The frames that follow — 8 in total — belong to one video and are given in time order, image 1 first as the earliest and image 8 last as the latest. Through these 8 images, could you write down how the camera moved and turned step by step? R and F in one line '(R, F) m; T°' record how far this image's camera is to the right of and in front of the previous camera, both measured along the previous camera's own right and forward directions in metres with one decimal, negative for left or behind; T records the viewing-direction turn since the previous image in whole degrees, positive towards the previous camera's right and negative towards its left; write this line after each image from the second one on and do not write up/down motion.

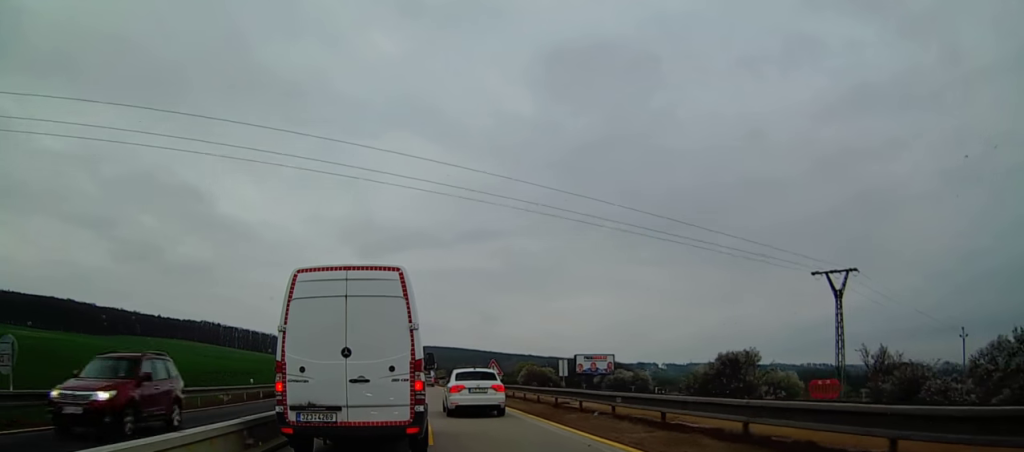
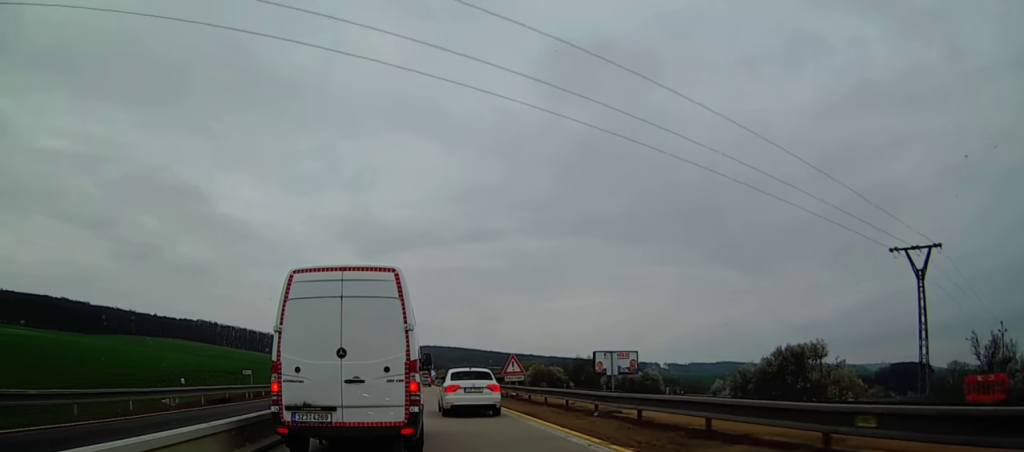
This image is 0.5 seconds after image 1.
(-0.4, +10.5) m; 0°
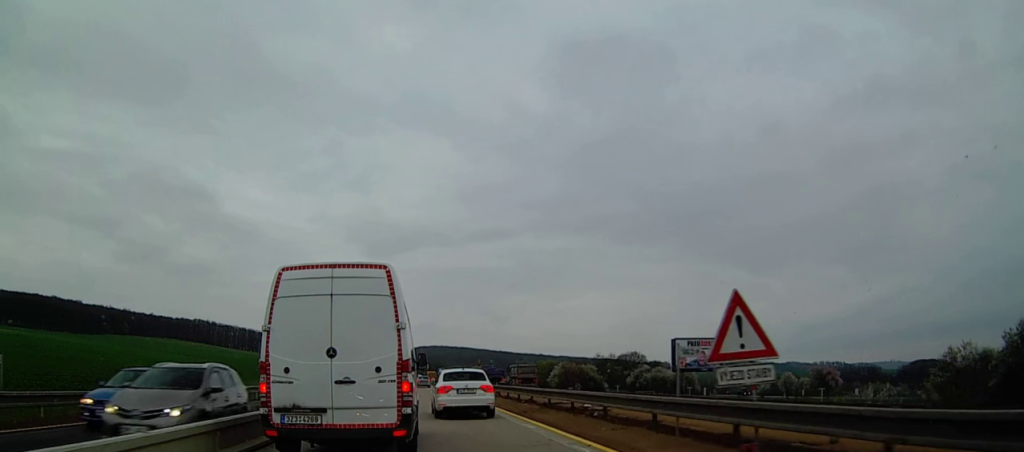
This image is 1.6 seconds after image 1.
(+0.9, +25.1) m; 0°
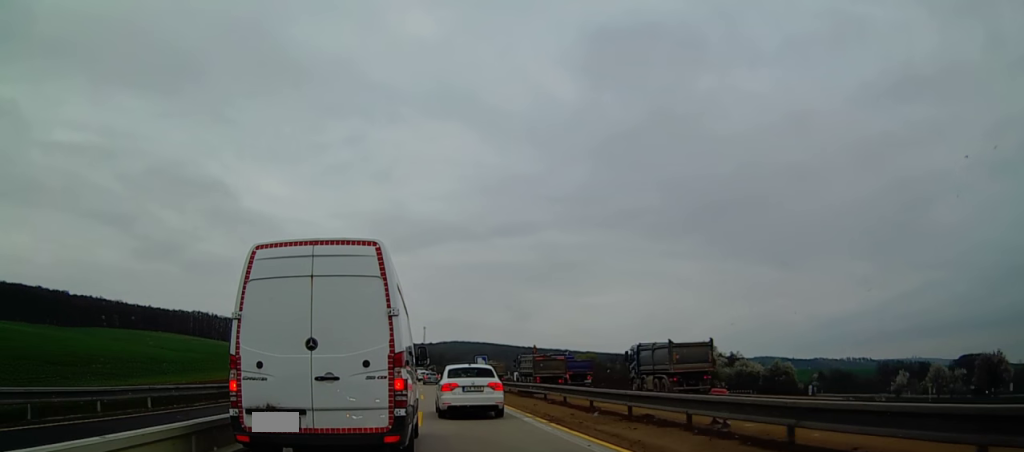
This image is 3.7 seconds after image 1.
(-1.9, +48.9) m; -2°
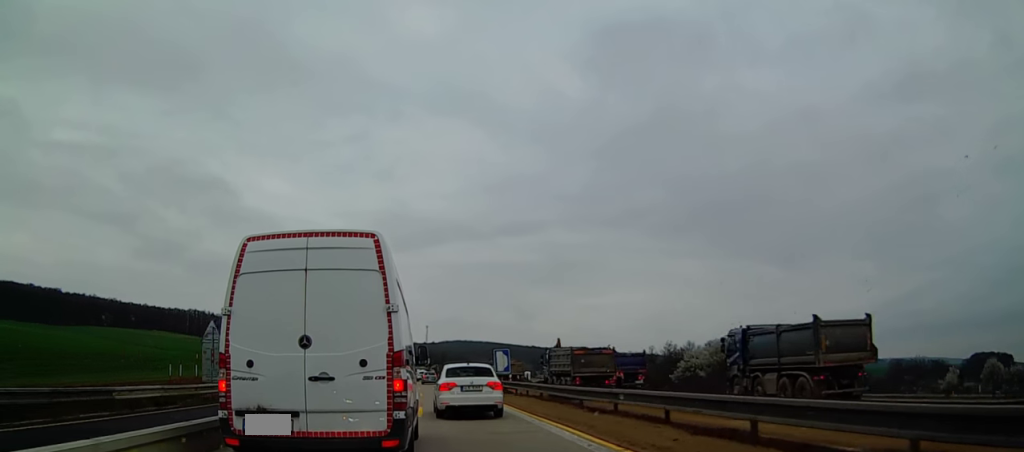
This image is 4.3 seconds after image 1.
(0.0, +14.7) m; 0°
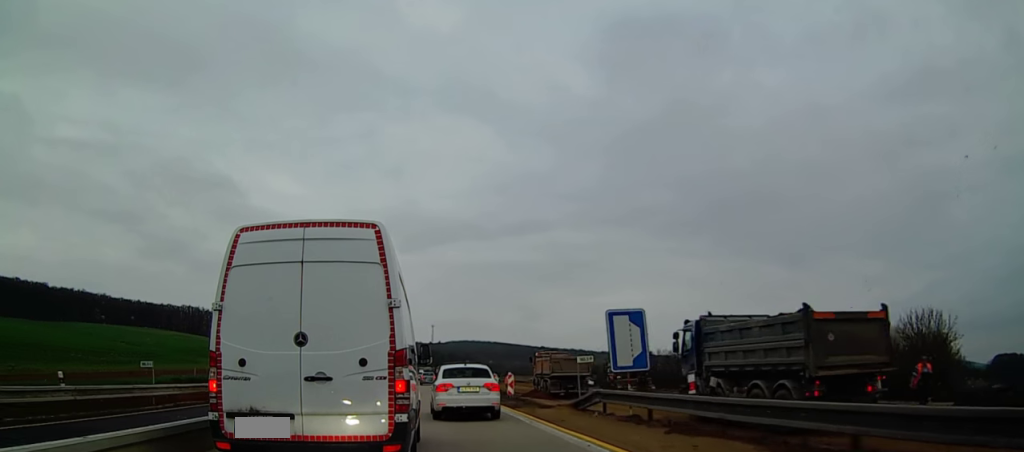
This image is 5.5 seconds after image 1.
(-0.1, +26.9) m; -1°
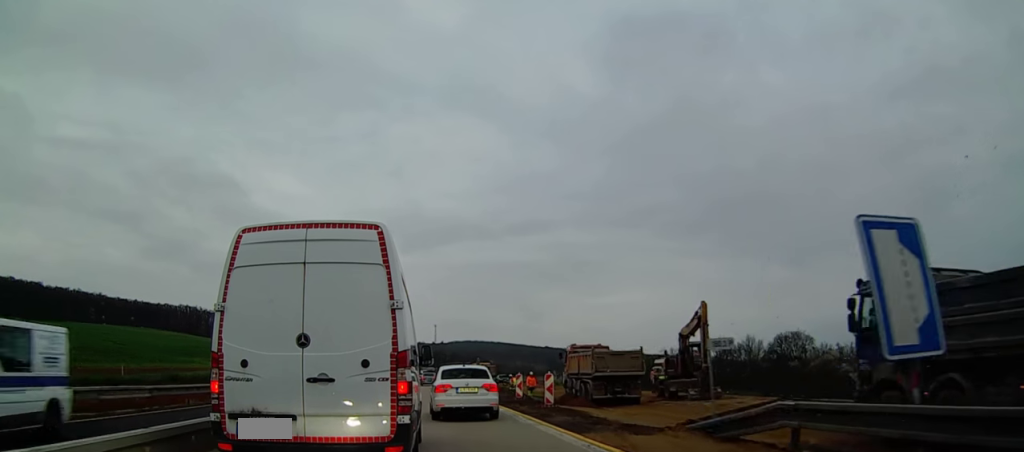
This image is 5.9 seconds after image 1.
(-0.1, +10.6) m; 0°
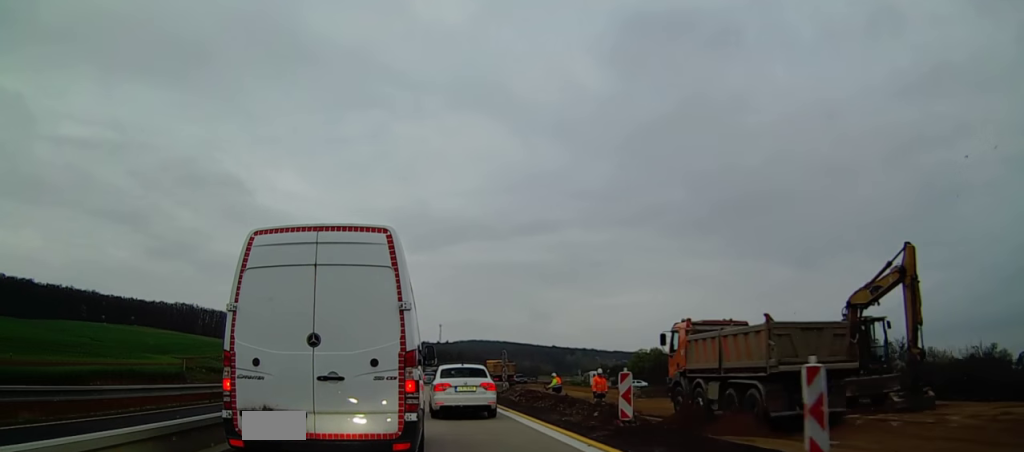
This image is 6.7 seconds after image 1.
(-0.1, +17.3) m; 0°
